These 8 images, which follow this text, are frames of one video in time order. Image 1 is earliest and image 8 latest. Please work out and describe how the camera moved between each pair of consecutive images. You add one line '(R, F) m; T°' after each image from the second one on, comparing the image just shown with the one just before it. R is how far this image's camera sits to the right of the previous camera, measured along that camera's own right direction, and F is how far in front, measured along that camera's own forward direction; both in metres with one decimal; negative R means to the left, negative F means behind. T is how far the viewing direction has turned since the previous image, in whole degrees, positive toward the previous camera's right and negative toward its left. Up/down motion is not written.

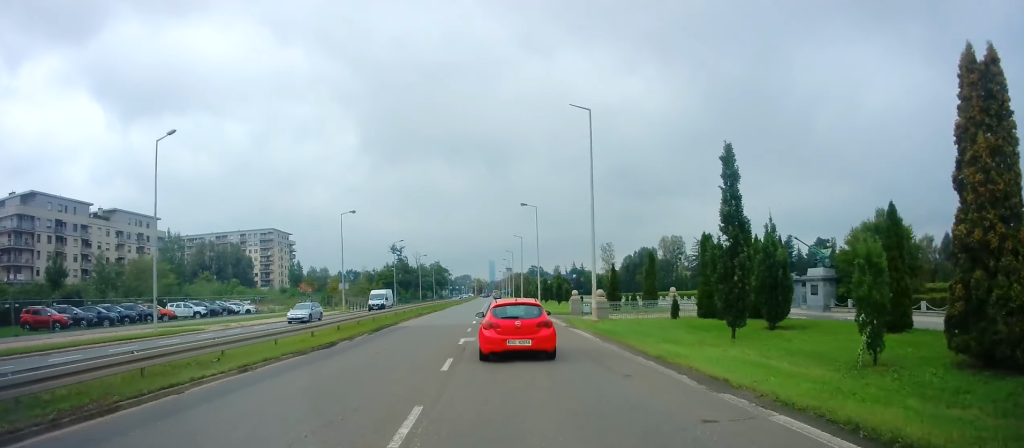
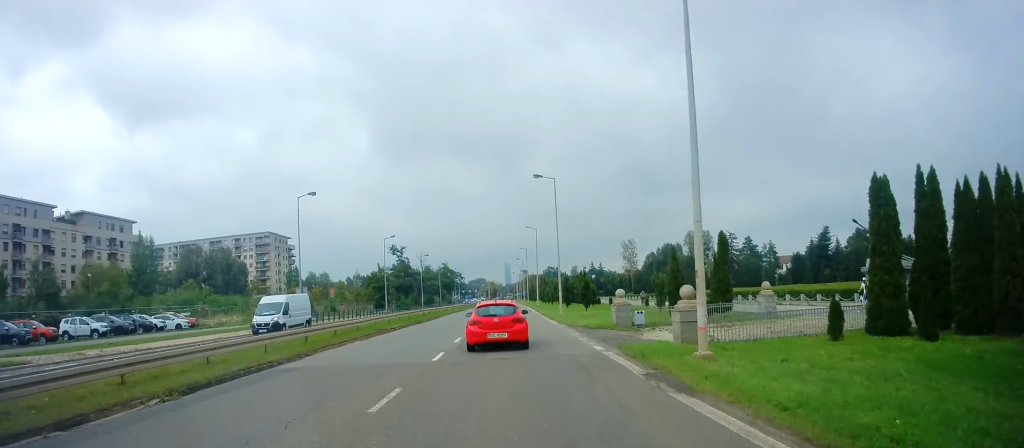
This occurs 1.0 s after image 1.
(+0.2, +16.4) m; 0°
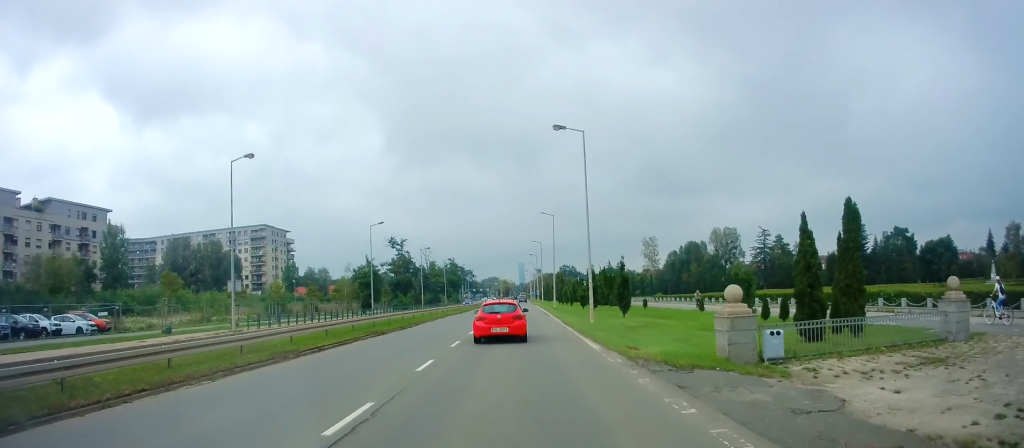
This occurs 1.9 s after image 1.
(-0.3, +14.3) m; -1°
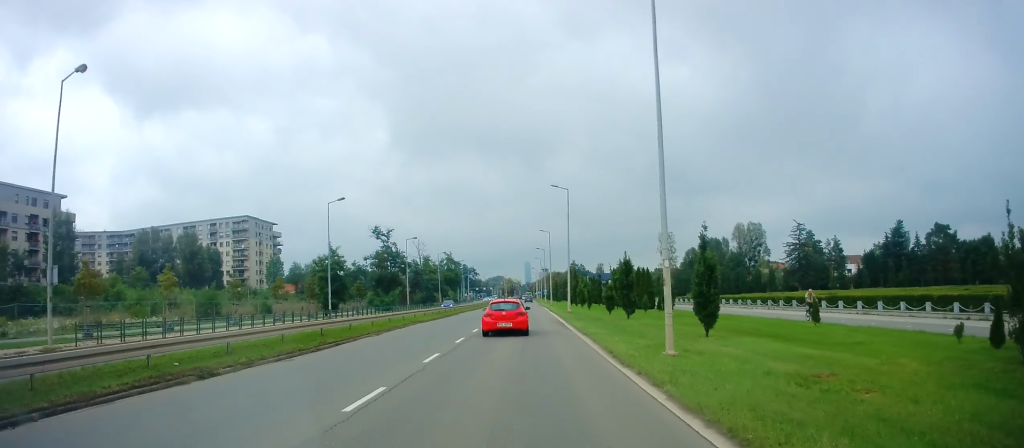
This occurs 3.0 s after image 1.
(0.0, +16.9) m; -1°
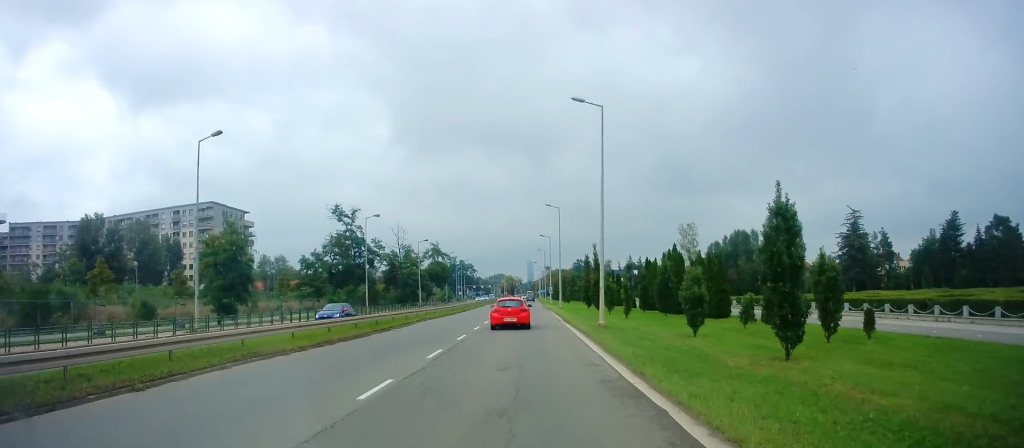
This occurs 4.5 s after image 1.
(-0.4, +23.0) m; -1°
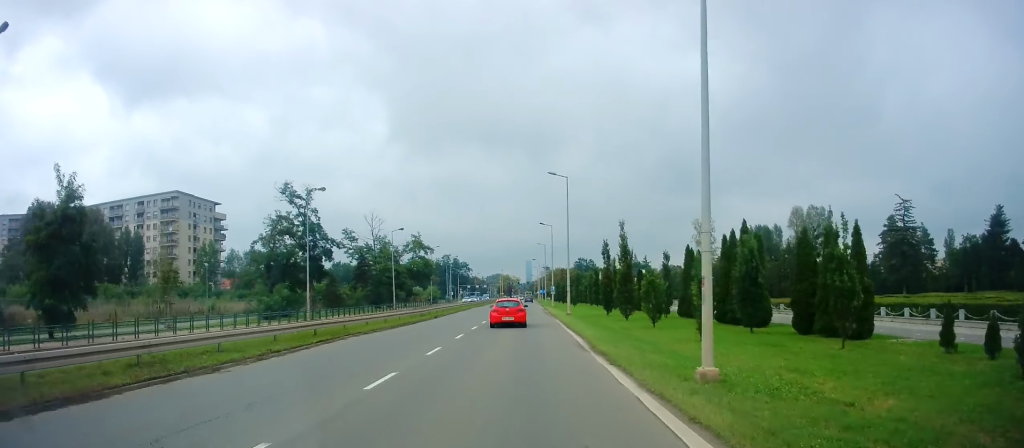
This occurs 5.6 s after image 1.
(+0.1, +17.0) m; 0°
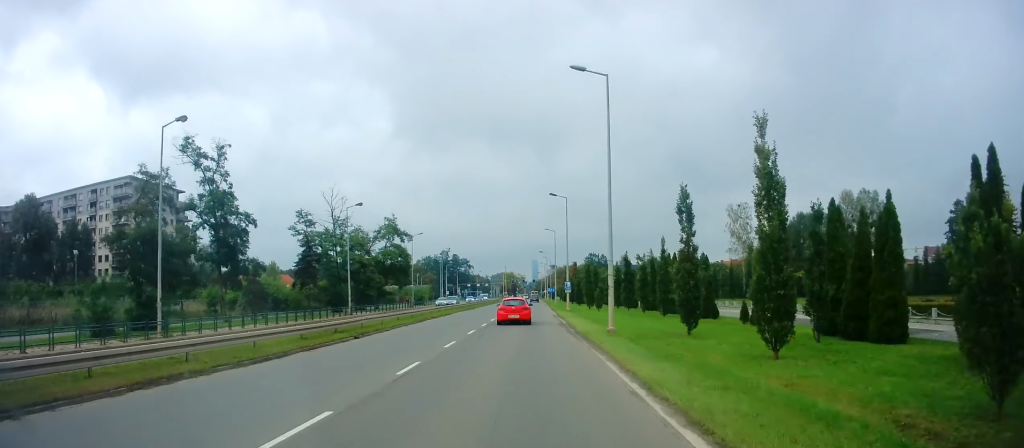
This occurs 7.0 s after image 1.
(-0.2, +21.9) m; -2°
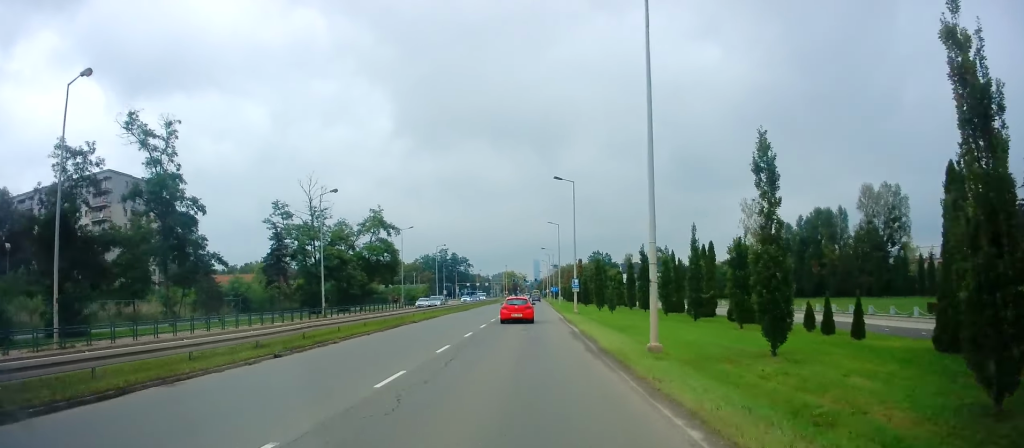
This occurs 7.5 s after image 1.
(-0.1, +8.0) m; 0°
